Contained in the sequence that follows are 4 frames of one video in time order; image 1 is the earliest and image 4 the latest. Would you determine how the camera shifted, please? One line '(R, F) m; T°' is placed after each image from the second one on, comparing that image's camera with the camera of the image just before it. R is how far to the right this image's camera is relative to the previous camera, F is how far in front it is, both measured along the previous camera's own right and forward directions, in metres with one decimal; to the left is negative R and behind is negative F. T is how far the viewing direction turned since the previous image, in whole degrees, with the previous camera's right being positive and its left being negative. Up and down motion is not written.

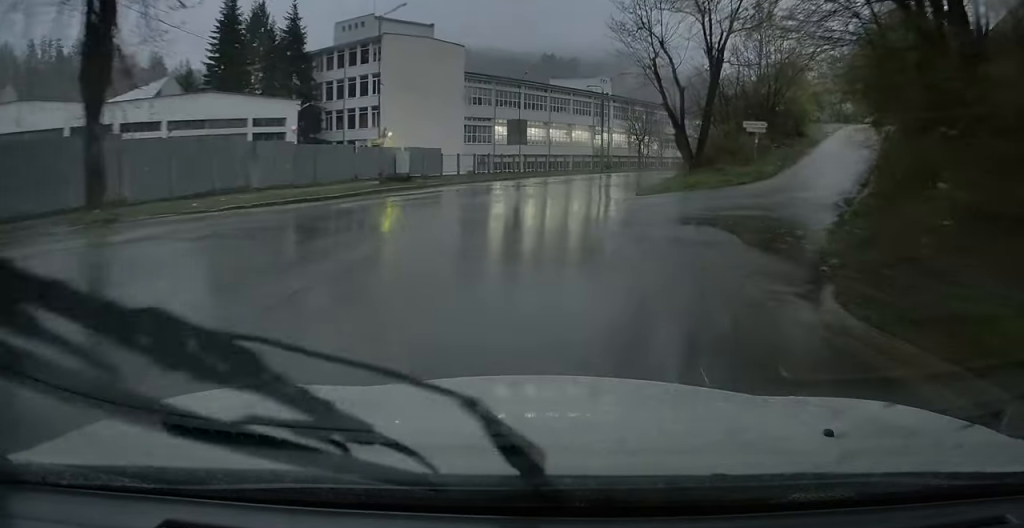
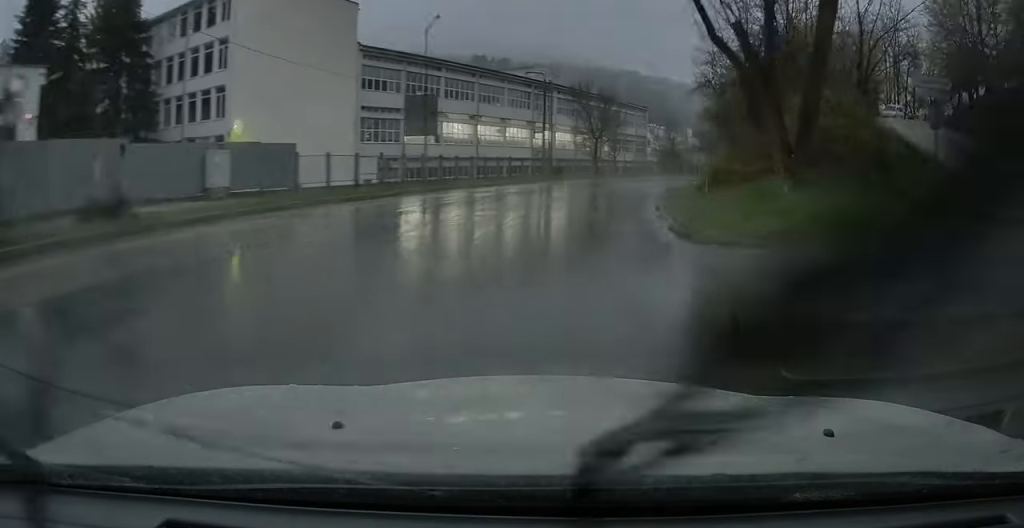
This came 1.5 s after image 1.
(+1.3, +20.1) m; +7°
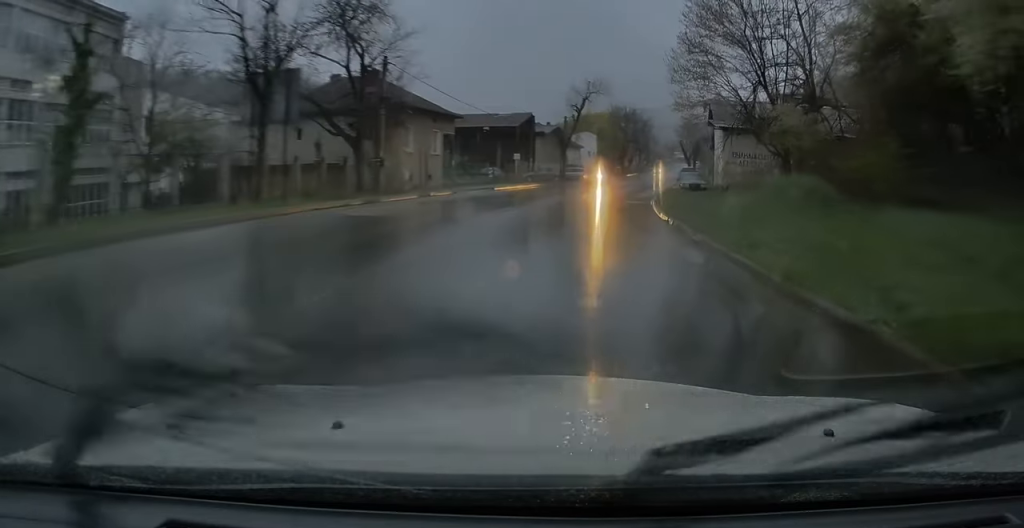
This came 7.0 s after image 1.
(+22.6, +72.9) m; +36°
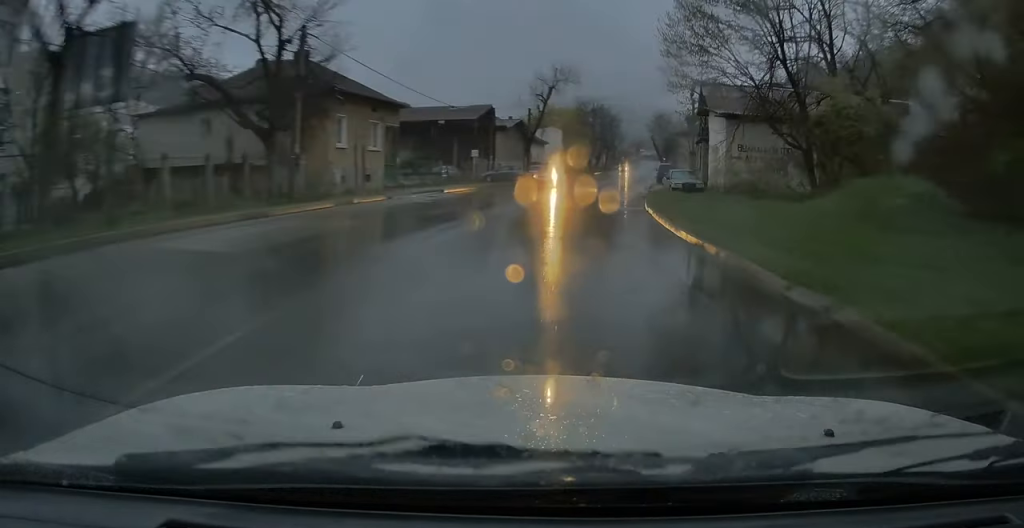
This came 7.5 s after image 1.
(+0.3, +7.0) m; +3°
